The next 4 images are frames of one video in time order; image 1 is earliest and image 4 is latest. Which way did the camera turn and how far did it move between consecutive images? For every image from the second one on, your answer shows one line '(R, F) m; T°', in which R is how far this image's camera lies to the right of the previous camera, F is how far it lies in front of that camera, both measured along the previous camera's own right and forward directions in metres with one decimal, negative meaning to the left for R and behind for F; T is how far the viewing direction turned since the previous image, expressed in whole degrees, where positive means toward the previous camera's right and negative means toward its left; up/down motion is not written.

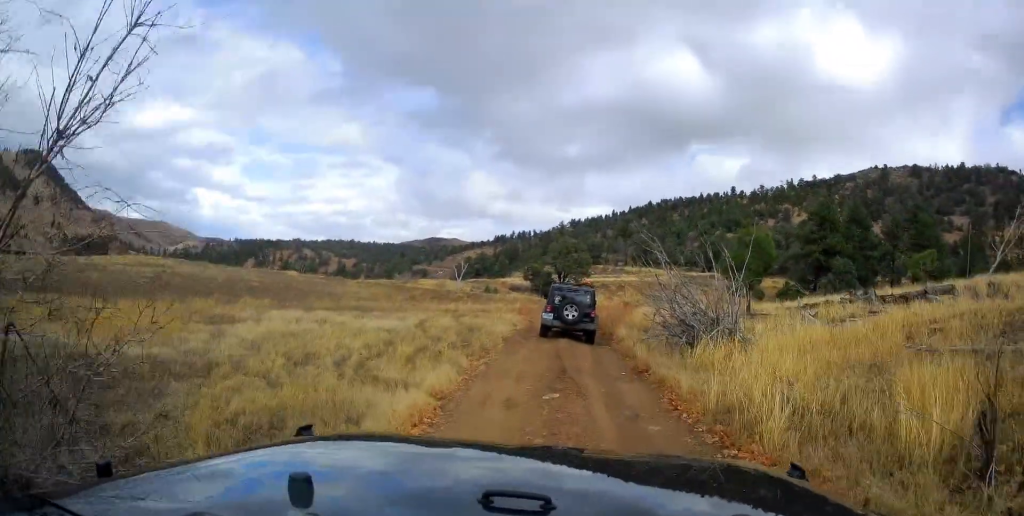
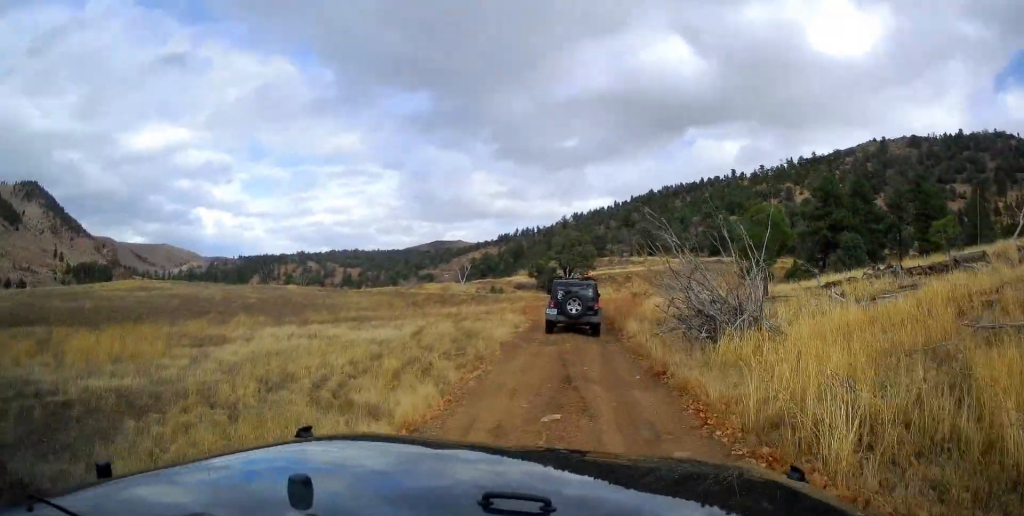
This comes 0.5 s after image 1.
(0.0, +1.8) m; -4°
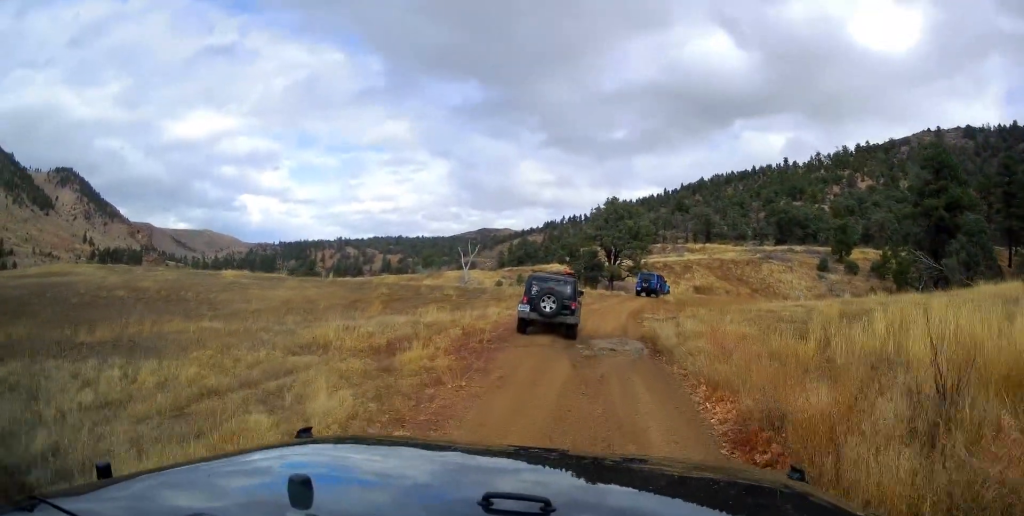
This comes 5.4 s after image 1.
(+0.4, +23.5) m; -1°
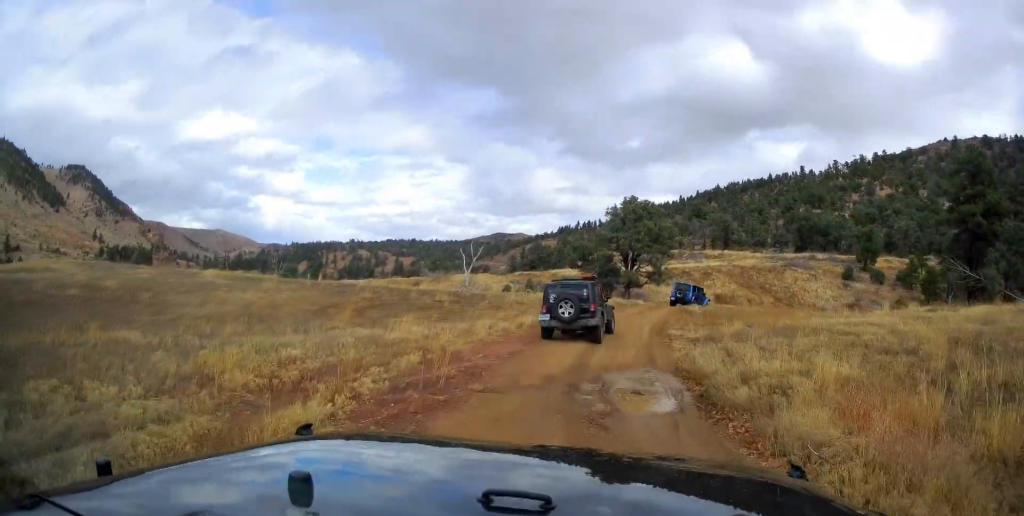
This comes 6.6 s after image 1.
(-0.3, +5.8) m; -6°
